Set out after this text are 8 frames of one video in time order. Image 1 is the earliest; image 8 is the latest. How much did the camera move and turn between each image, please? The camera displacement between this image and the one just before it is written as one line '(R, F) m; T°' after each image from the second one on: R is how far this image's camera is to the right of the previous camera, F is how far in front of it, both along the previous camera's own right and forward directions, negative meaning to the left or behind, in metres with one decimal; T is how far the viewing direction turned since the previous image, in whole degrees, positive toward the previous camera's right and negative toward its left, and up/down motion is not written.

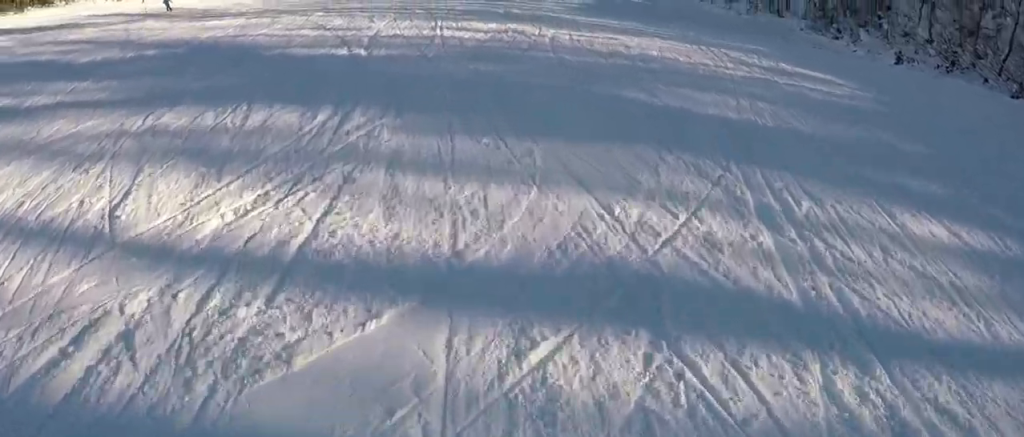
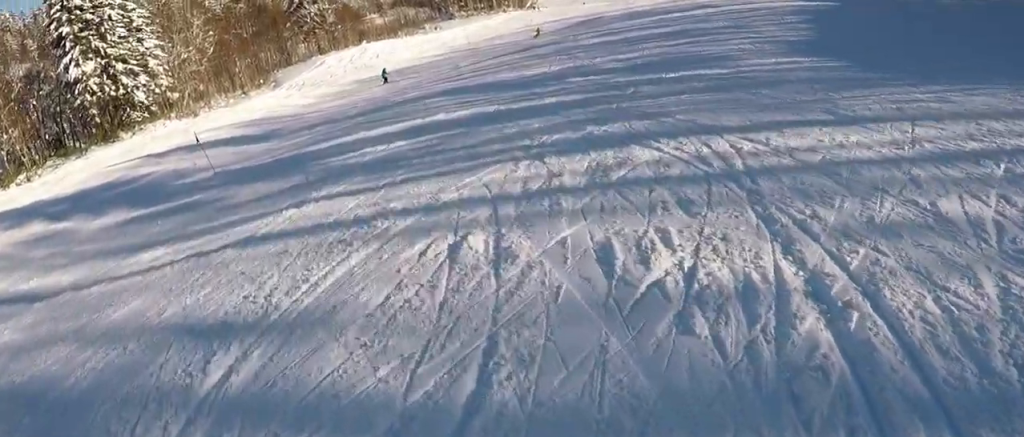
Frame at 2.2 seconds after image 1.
(-0.4, +14.4) m; +18°
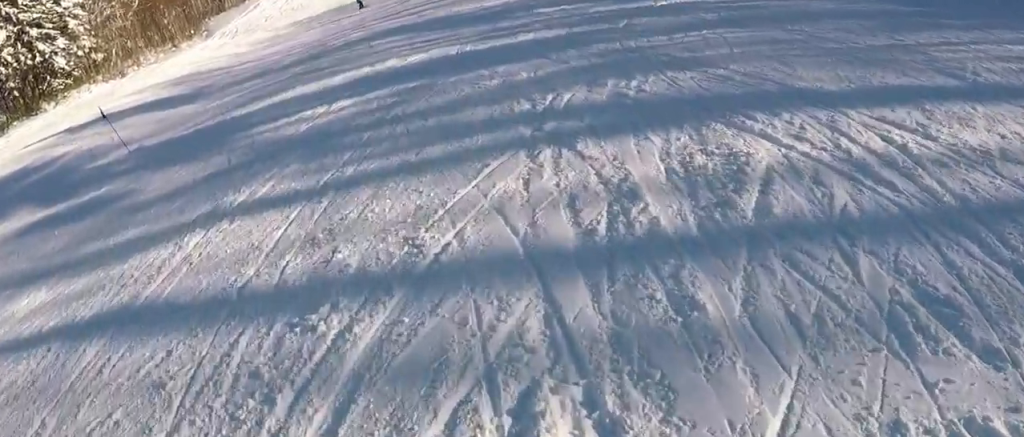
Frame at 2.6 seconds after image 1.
(+0.5, +2.9) m; +9°
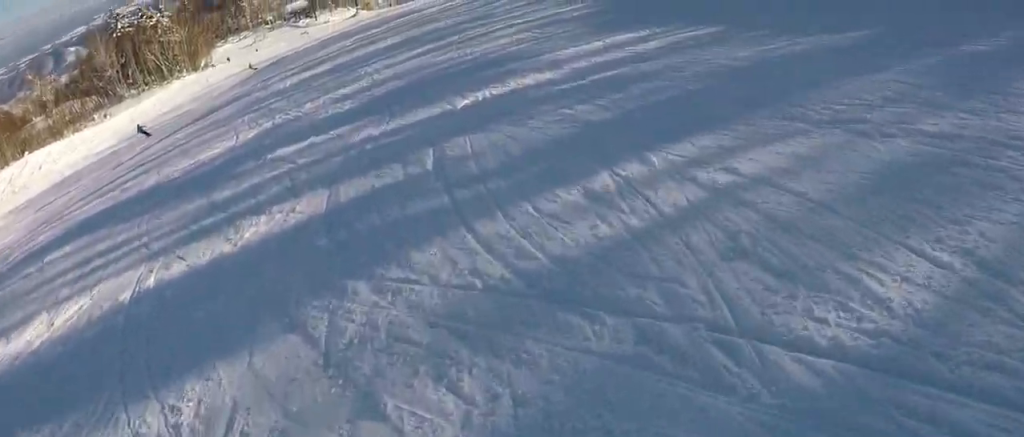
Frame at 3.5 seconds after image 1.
(+1.5, +6.9) m; +18°
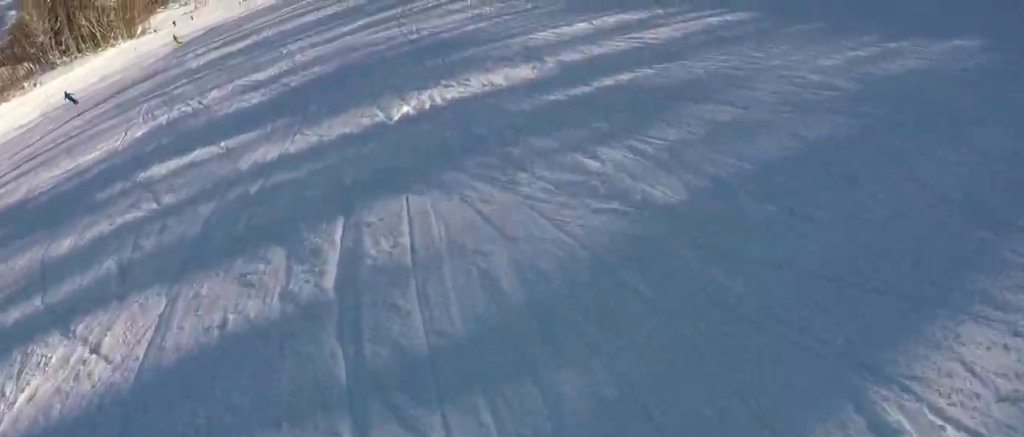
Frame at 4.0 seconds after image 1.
(+0.1, +3.2) m; +6°
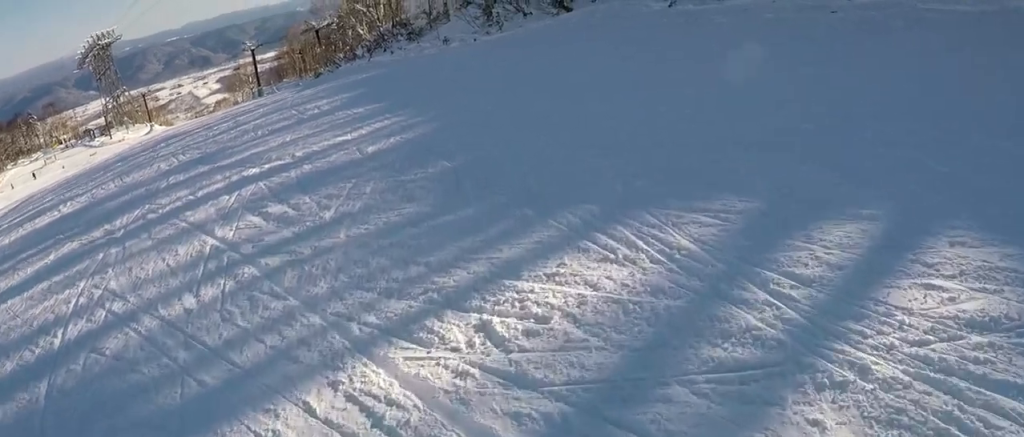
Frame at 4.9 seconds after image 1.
(+0.8, +6.9) m; +4°
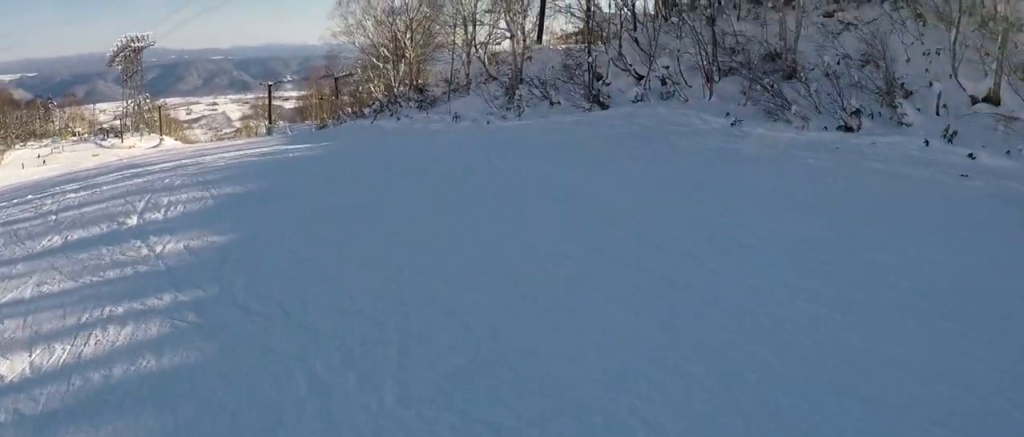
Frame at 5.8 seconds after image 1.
(-0.1, +6.4) m; -4°
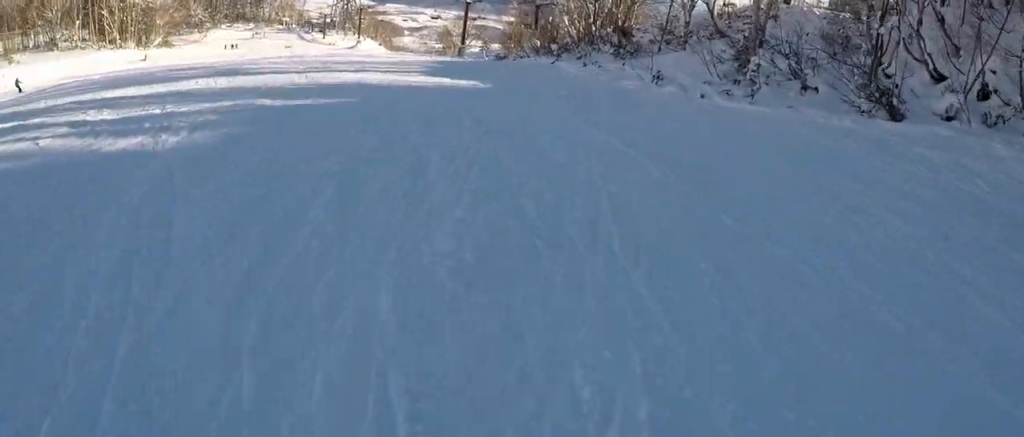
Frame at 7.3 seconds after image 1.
(-0.6, +10.7) m; -40°
